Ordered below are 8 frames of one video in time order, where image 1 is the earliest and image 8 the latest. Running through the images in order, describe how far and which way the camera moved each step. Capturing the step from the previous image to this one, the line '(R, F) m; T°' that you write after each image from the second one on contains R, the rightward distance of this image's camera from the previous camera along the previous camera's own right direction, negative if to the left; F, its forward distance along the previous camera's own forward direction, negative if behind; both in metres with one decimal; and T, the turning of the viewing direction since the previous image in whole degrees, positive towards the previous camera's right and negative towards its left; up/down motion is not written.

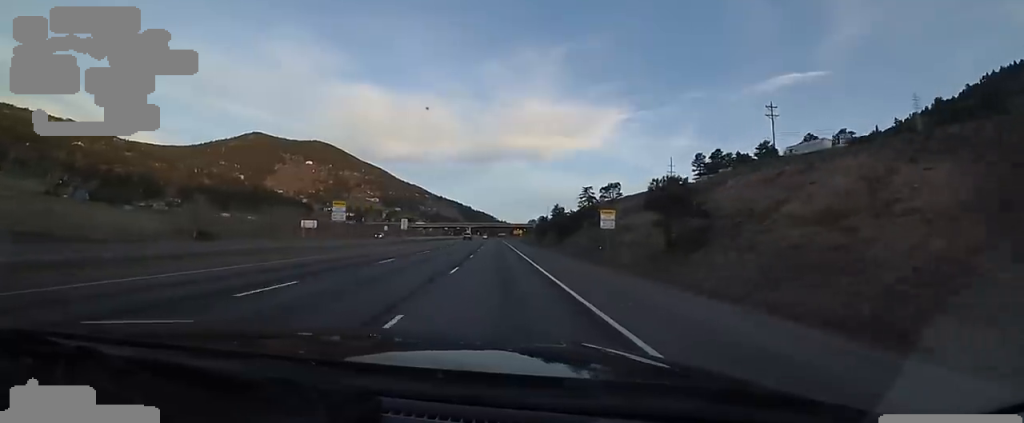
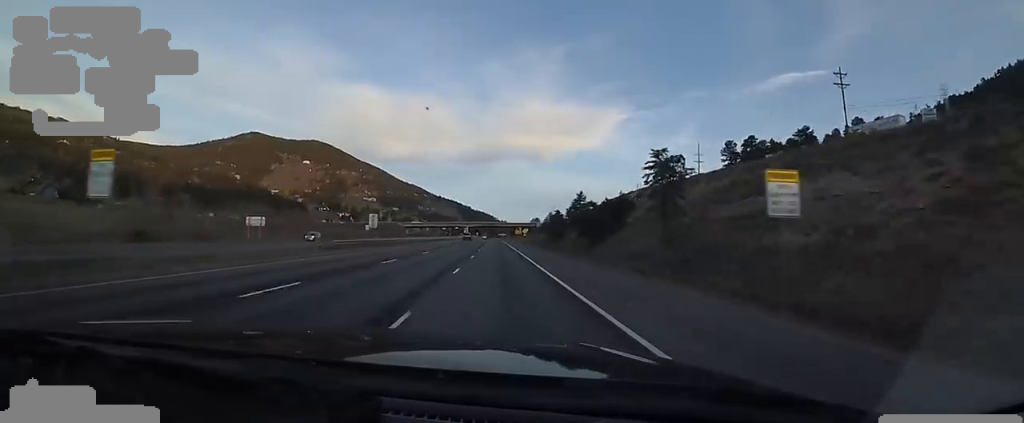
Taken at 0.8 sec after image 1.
(-0.1, +23.7) m; -2°
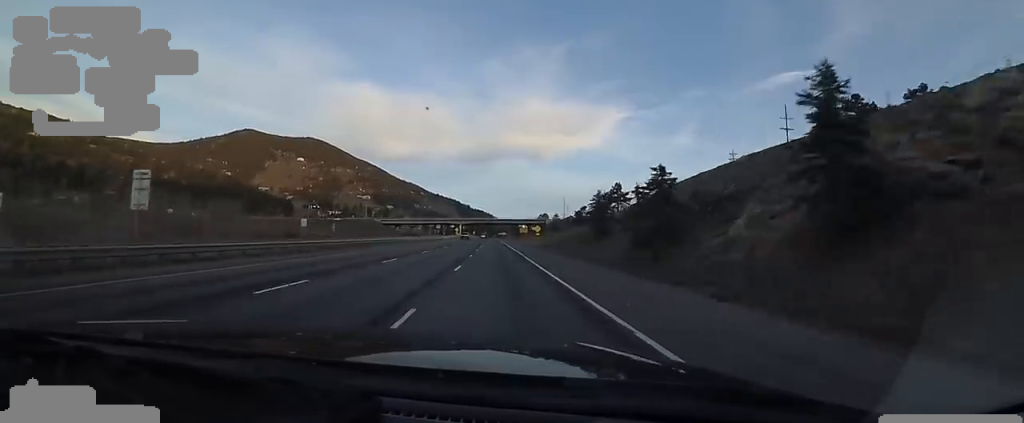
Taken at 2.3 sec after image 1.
(-0.4, +47.2) m; +2°
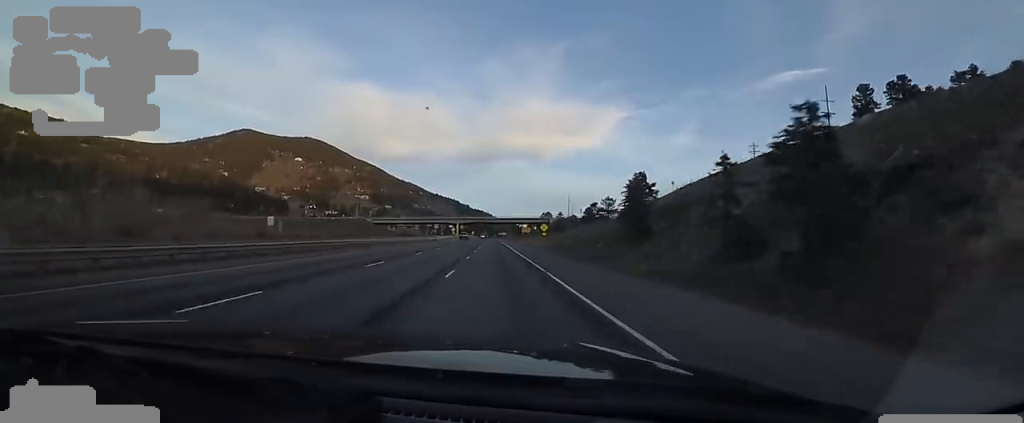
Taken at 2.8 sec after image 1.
(+0.2, +14.3) m; +1°
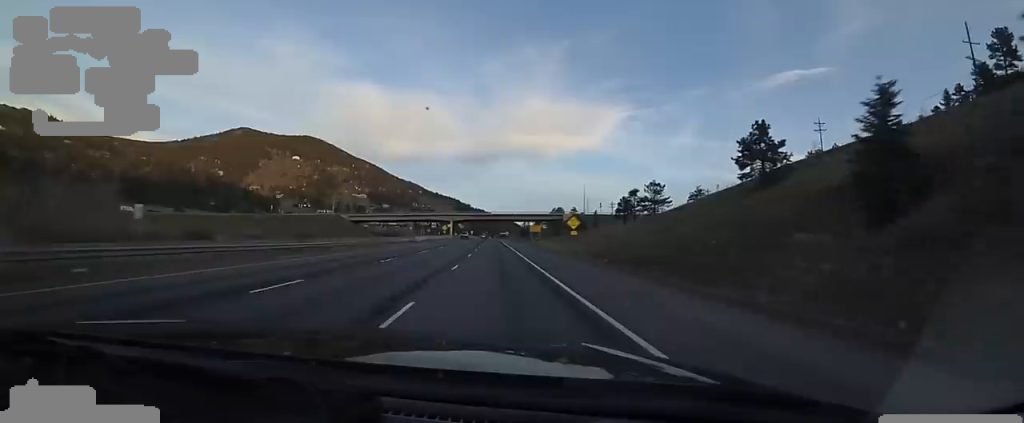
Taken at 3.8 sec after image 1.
(+0.4, +32.7) m; +1°
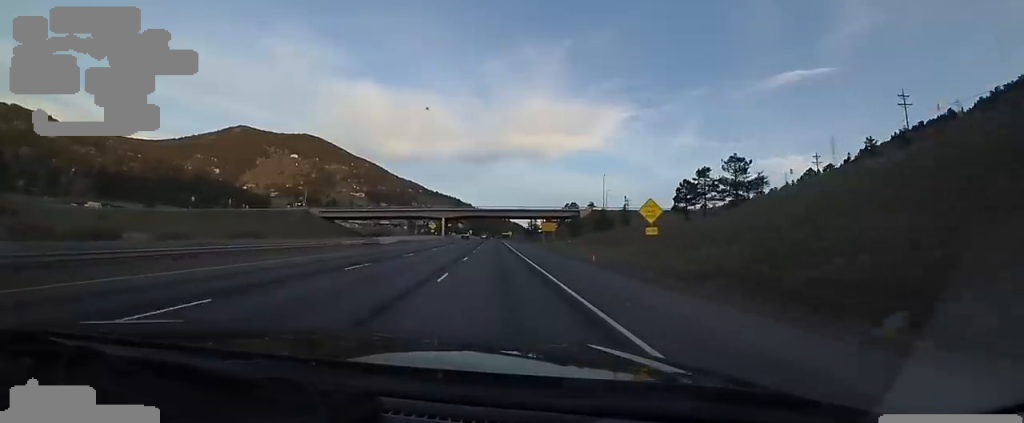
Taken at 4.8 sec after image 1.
(0.0, +29.7) m; -1°
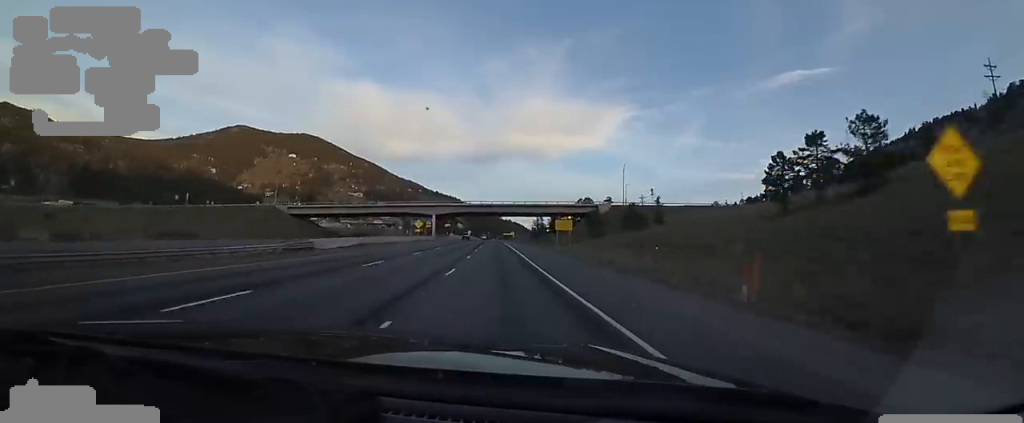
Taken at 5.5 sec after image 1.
(-0.2, +21.7) m; 0°
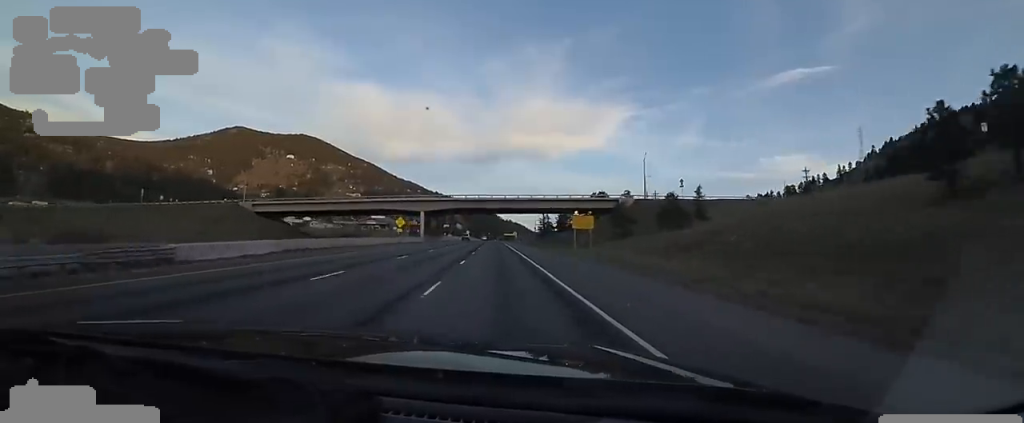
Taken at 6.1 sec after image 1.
(0.0, +17.5) m; 0°
